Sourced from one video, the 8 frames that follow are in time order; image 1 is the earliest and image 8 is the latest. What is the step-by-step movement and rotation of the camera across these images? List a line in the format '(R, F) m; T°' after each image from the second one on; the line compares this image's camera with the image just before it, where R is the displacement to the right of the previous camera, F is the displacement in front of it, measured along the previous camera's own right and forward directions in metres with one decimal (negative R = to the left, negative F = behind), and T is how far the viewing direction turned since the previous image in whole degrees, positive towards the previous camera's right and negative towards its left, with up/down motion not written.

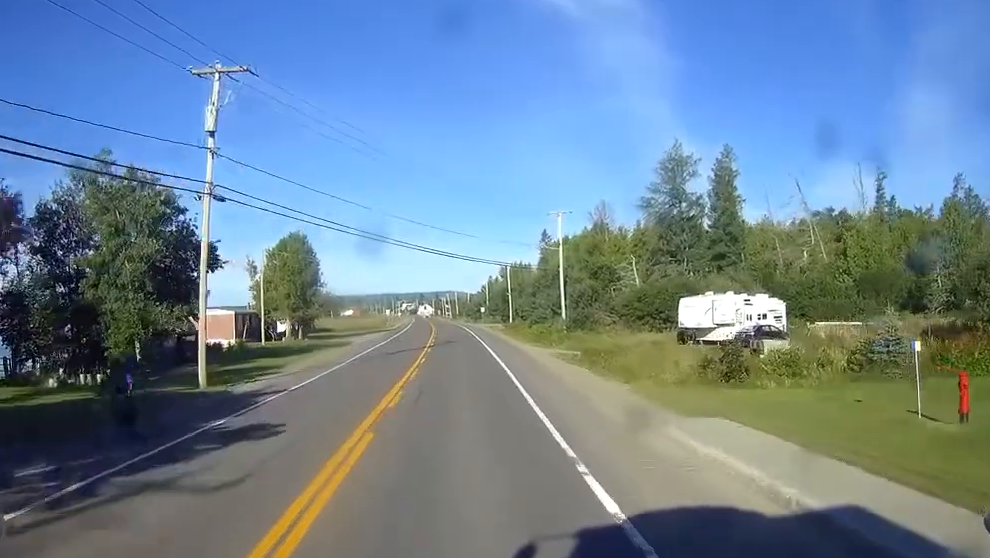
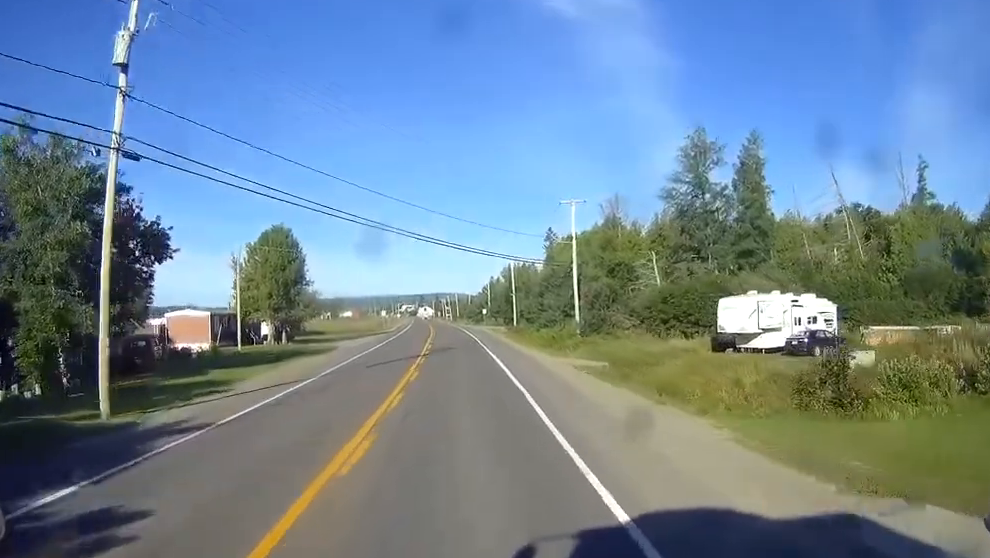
(0.0, +8.6) m; 0°
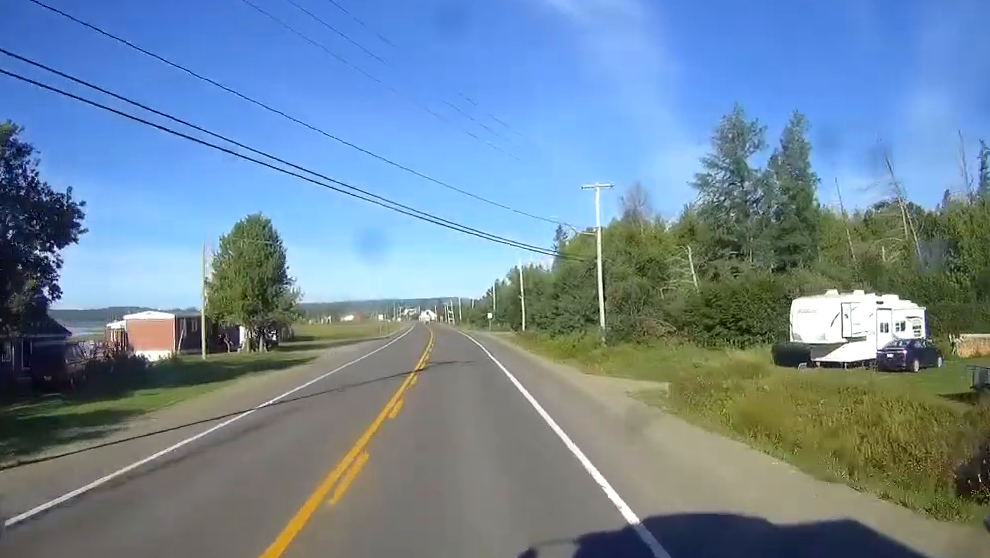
(0.0, +10.7) m; 0°
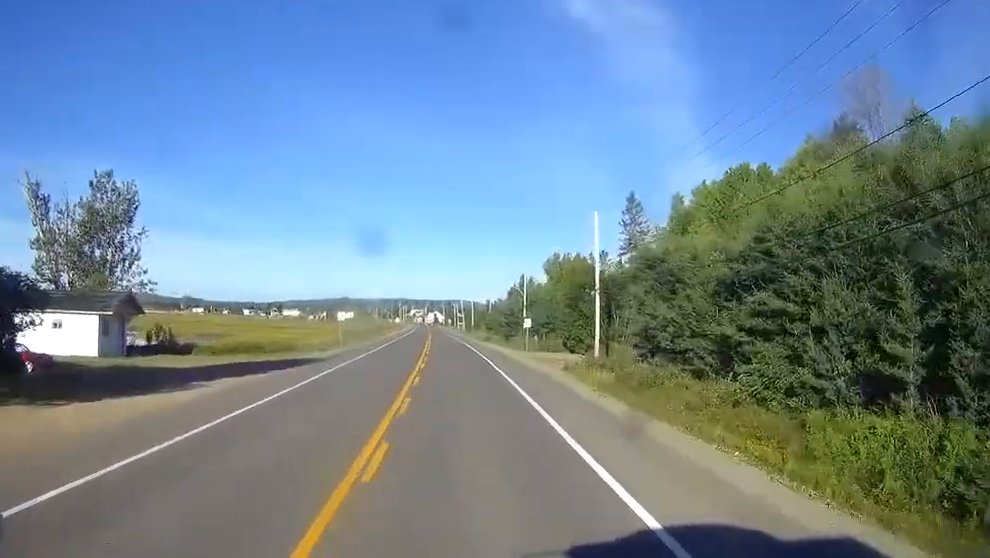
(0.0, +52.6) m; 0°
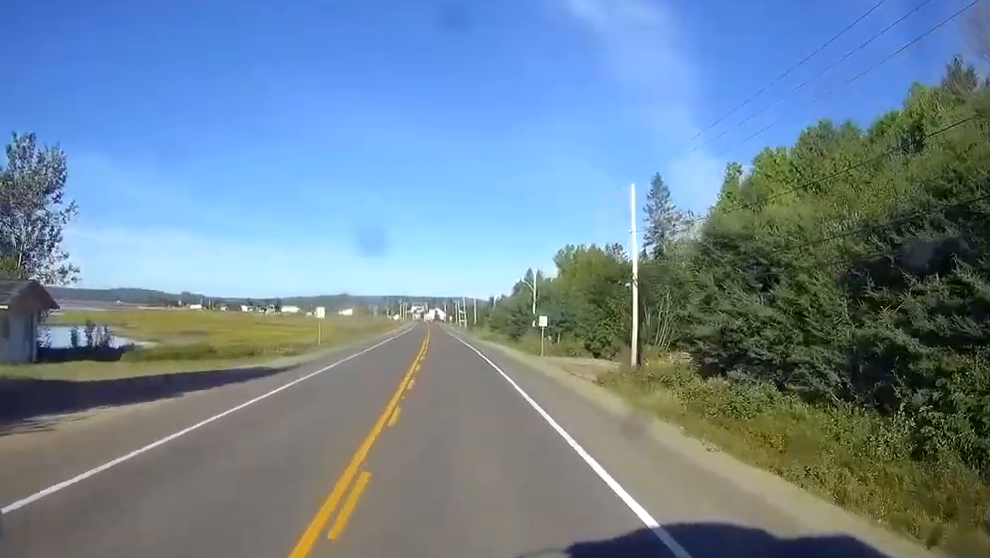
(0.0, +12.4) m; 0°
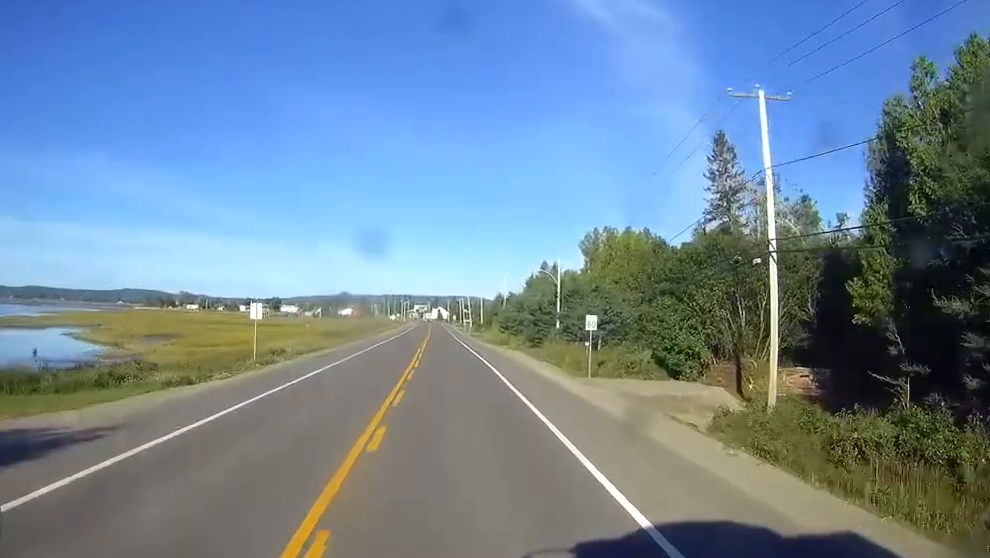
(0.0, +21.5) m; 0°
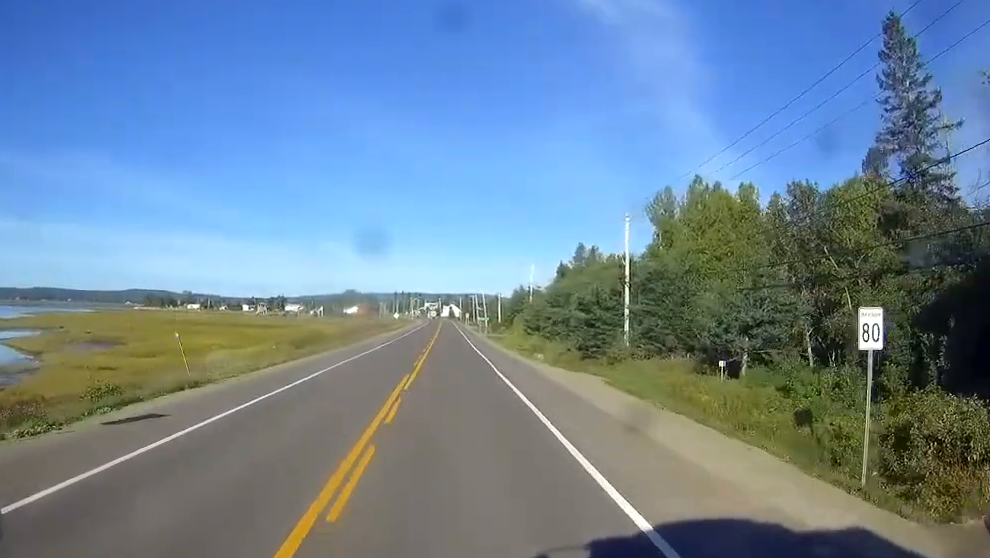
(0.0, +29.7) m; 0°
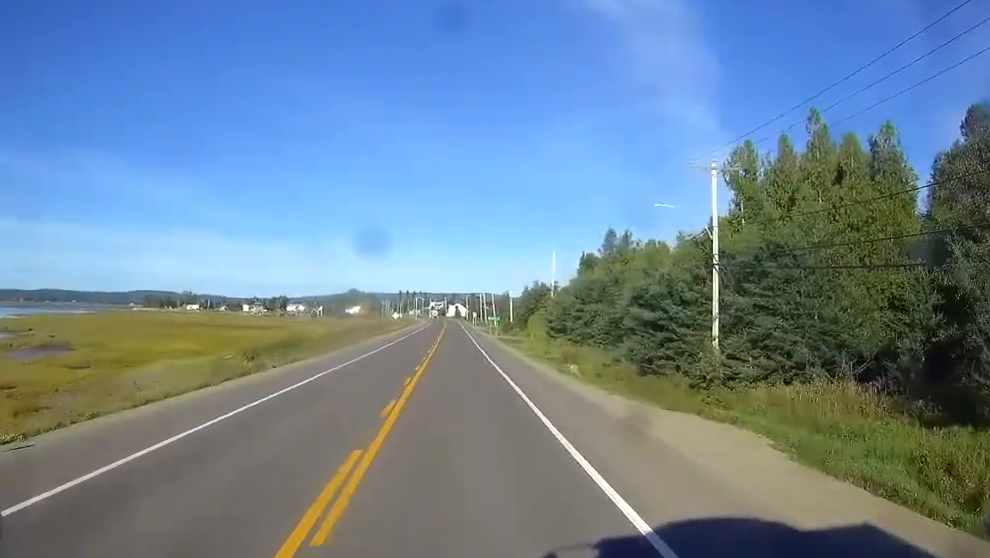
(0.0, +18.8) m; -1°
